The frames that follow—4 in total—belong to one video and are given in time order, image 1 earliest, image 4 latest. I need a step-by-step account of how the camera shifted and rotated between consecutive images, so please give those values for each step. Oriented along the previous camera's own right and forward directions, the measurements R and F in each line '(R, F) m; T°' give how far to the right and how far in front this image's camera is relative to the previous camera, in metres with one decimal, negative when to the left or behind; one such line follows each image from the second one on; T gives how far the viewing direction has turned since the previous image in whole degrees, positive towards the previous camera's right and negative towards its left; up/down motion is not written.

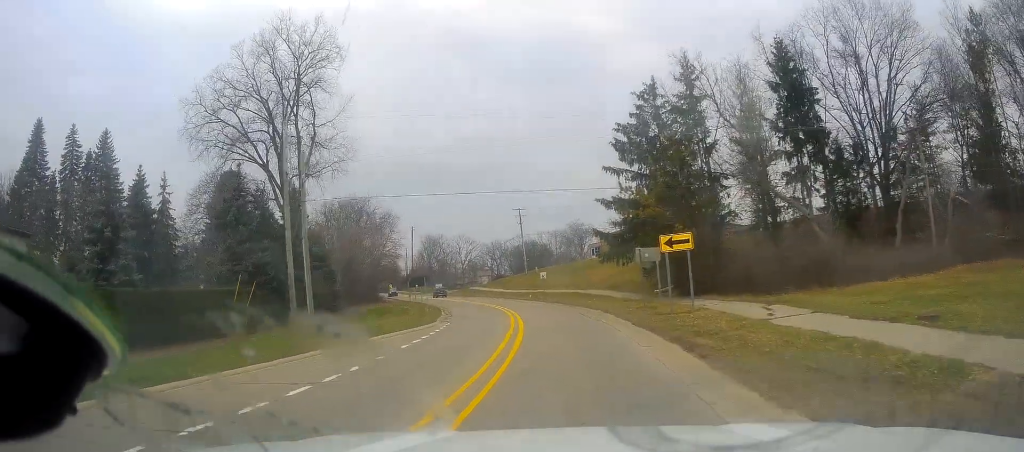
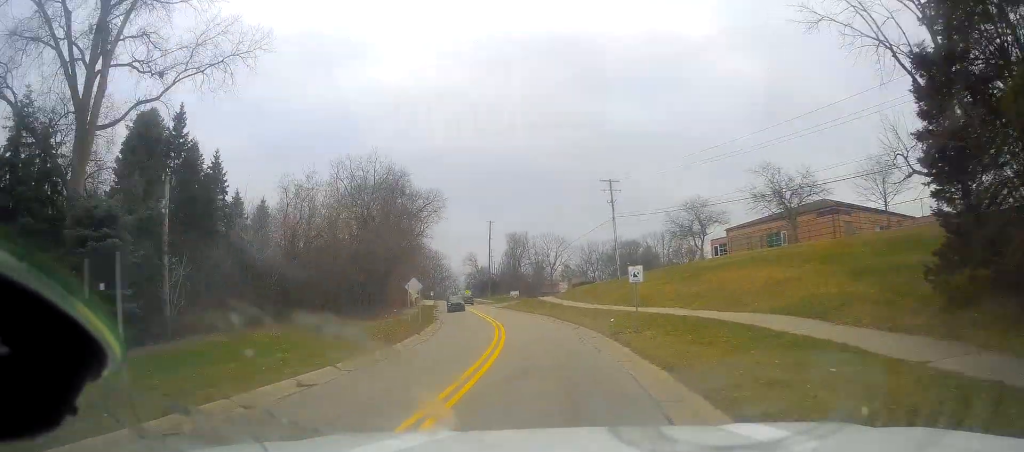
(-3.1, +34.6) m; -10°
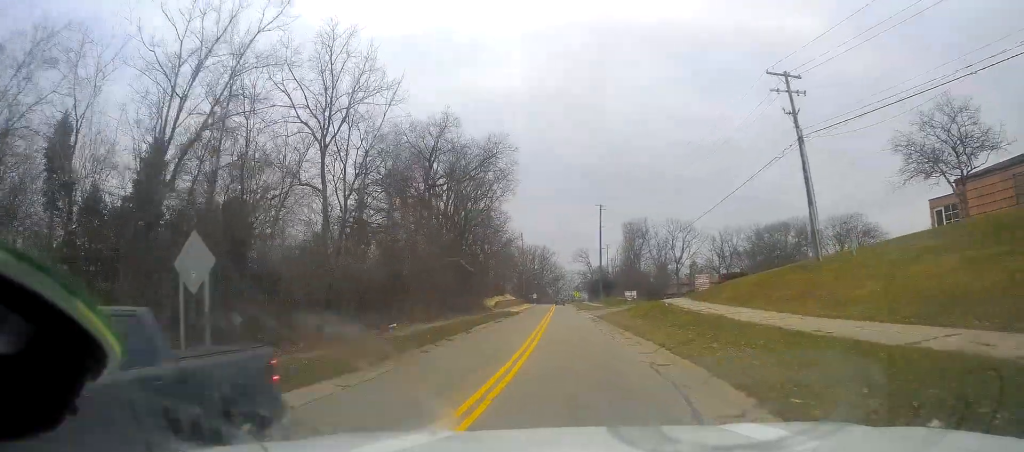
(-3.7, +32.1) m; -13°
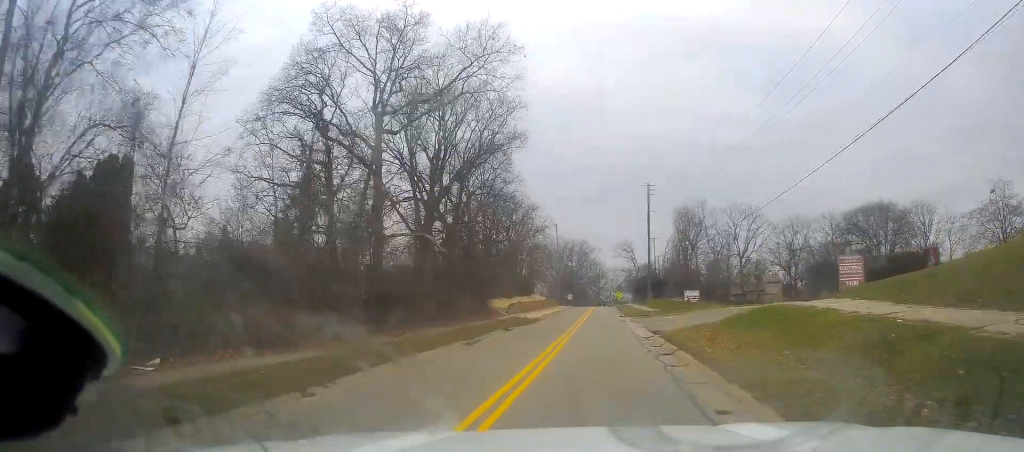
(-1.4, +24.4) m; -3°
